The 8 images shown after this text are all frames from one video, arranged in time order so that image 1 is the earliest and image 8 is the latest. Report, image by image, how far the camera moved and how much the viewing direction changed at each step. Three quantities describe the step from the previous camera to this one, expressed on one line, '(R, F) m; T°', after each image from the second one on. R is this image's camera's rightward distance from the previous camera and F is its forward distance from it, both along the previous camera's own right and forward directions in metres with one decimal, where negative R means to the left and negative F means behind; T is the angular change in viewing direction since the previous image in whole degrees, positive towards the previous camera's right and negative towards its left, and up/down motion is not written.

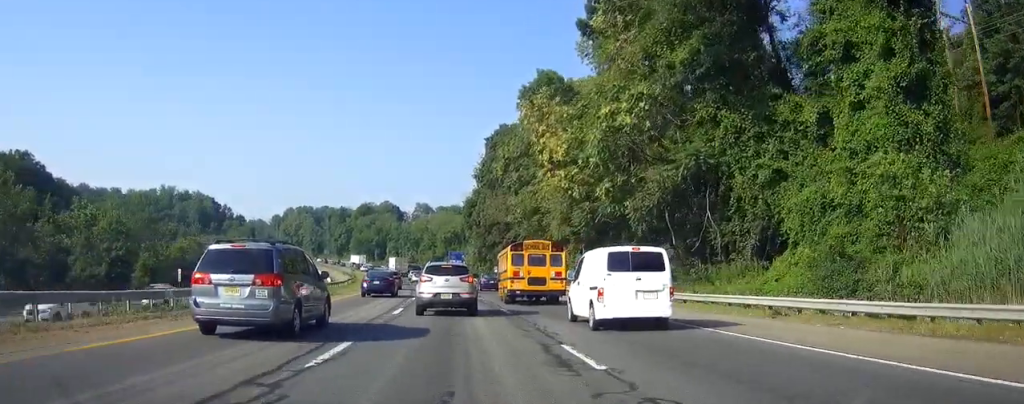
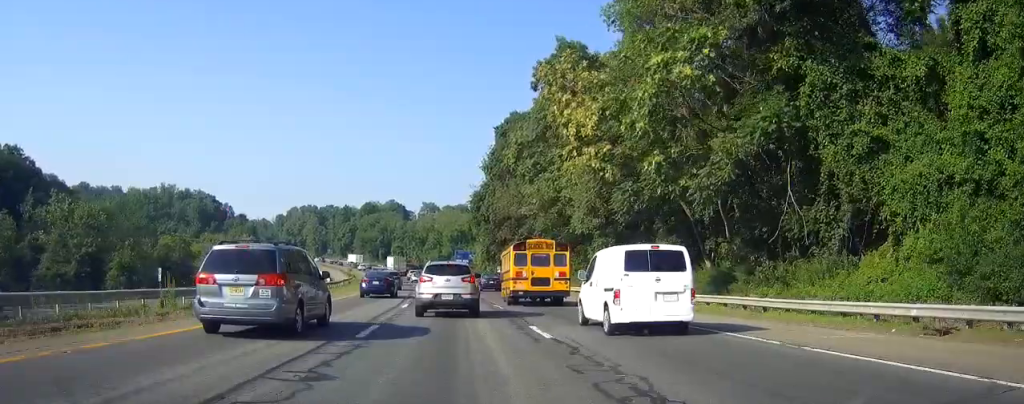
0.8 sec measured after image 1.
(0.0, +8.4) m; 0°
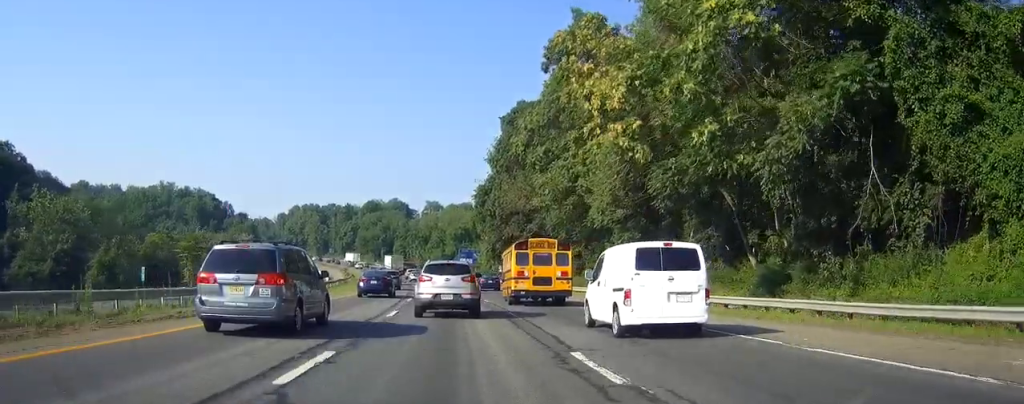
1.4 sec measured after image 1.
(0.0, +5.8) m; 0°
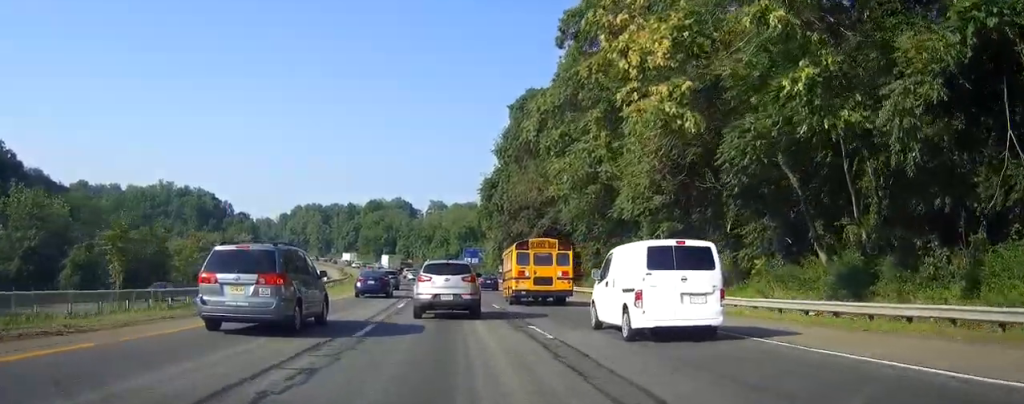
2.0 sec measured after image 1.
(+0.1, +6.8) m; -1°
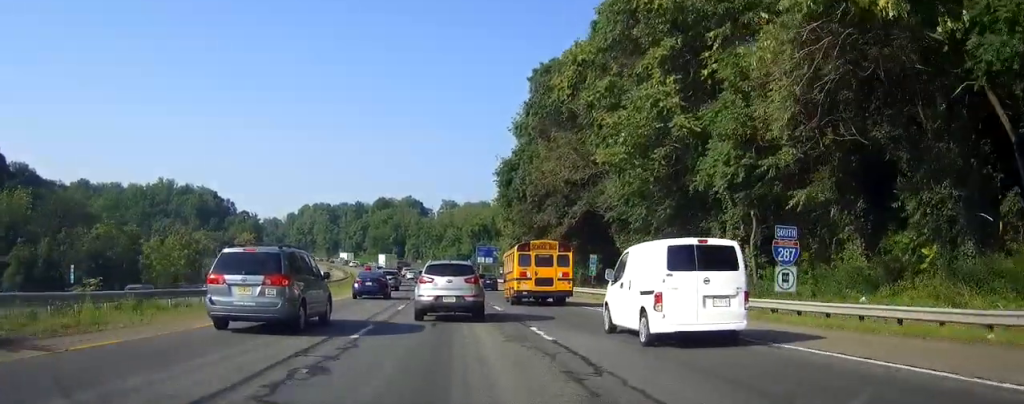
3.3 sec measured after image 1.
(-0.4, +12.6) m; -2°
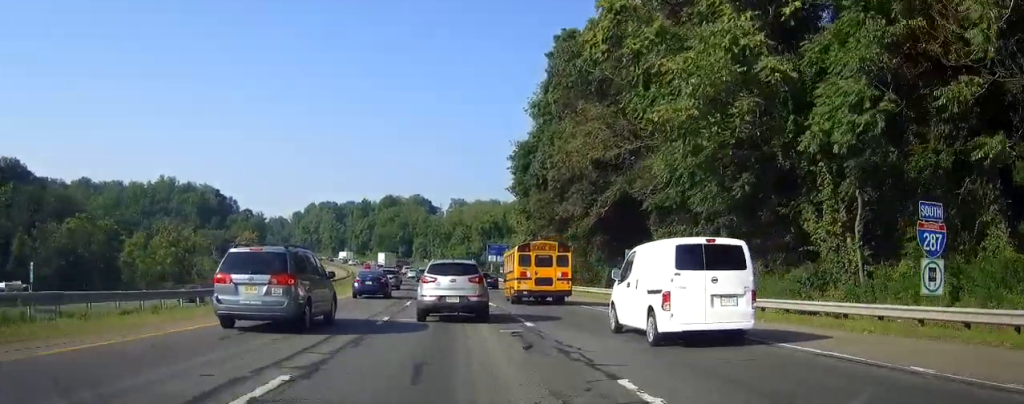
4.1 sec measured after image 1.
(0.0, +8.2) m; -1°
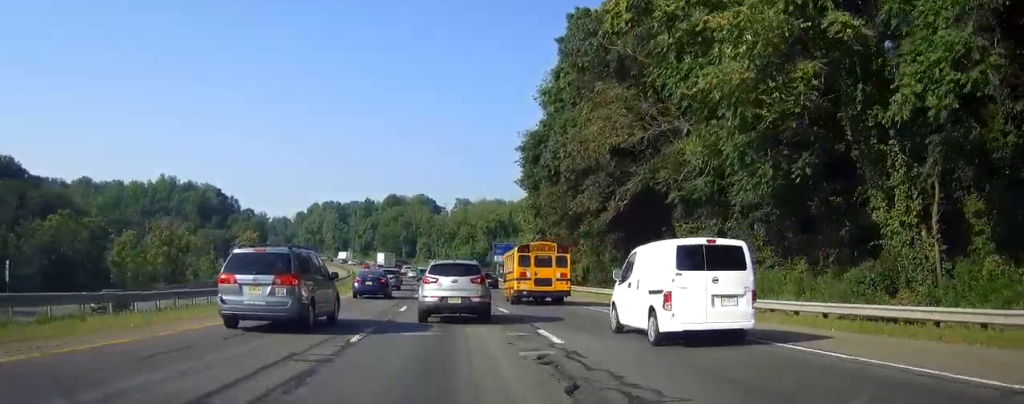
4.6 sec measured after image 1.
(-0.1, +4.3) m; 0°
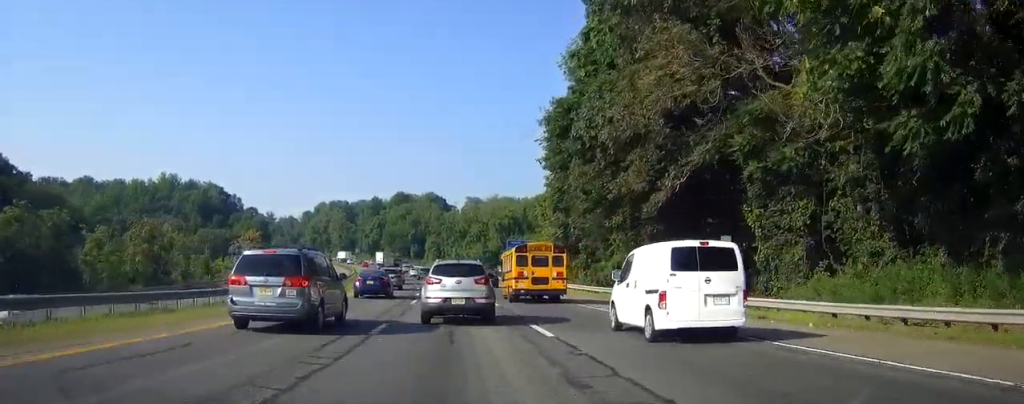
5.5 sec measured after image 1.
(-0.1, +9.4) m; 0°
